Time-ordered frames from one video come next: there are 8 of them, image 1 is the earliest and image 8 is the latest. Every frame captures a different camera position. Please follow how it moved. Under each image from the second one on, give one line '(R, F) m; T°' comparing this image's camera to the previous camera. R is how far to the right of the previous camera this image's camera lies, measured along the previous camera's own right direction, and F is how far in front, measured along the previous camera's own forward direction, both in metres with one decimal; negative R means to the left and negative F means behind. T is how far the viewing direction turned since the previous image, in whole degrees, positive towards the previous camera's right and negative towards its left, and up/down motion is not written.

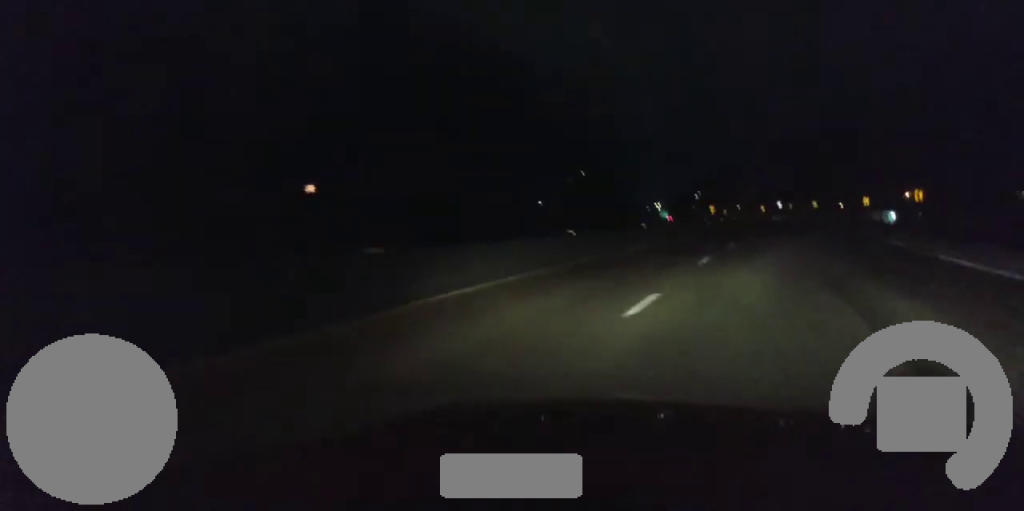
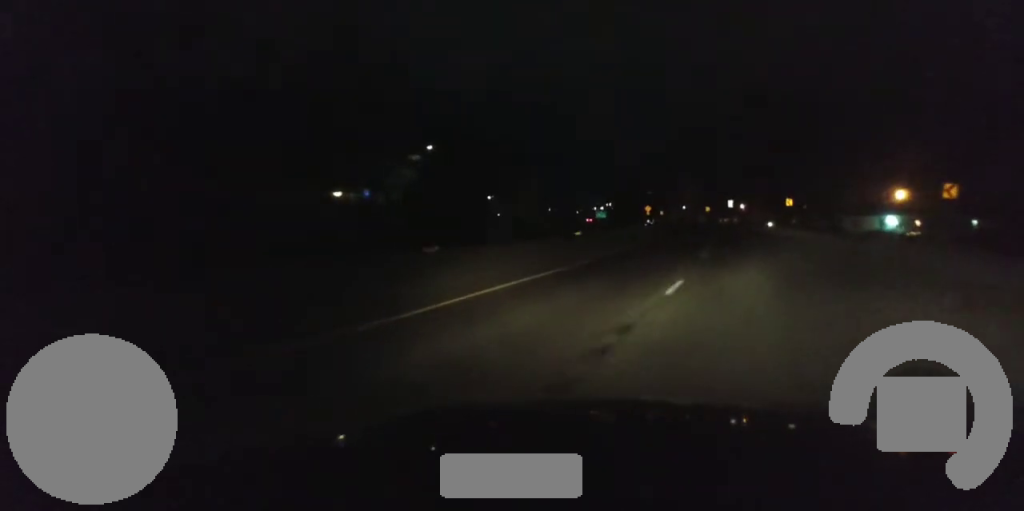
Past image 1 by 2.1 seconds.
(+1.6, +57.6) m; +2°
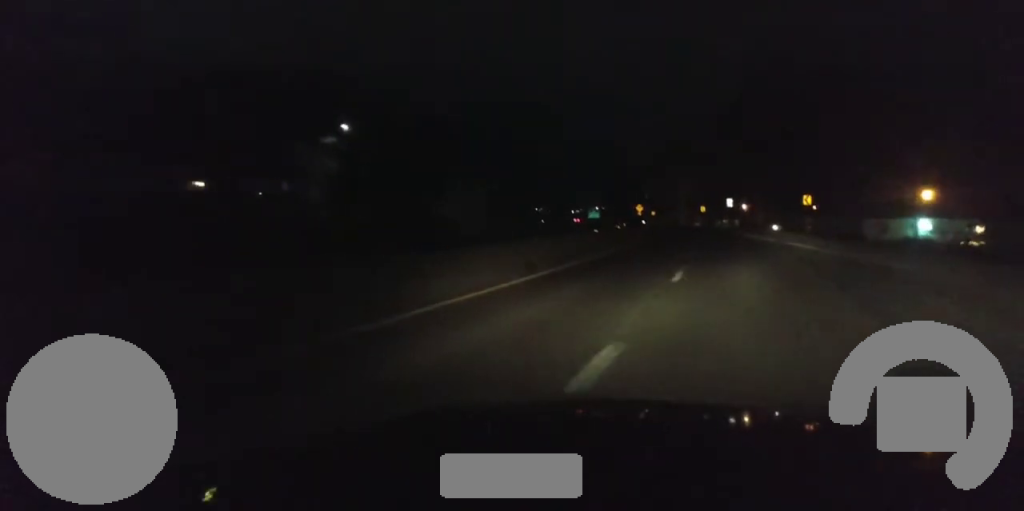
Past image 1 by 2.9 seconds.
(+0.1, +21.4) m; -1°
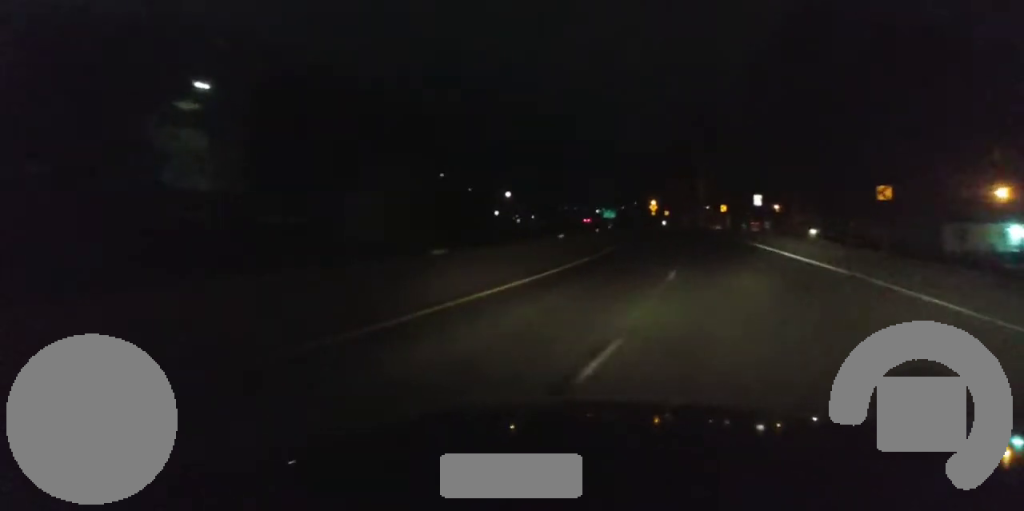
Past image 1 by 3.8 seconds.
(-0.6, +23.0) m; -2°
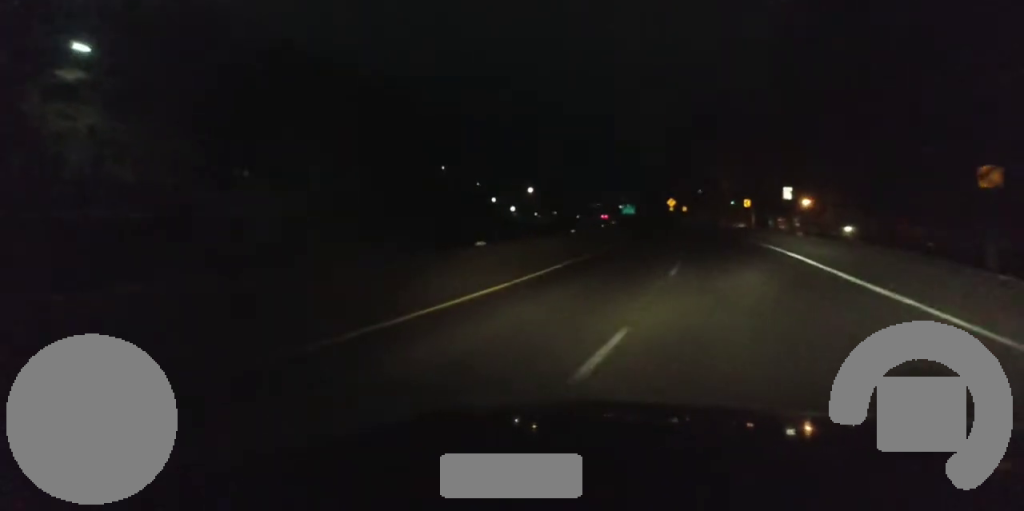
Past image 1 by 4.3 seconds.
(-0.1, +12.4) m; -1°
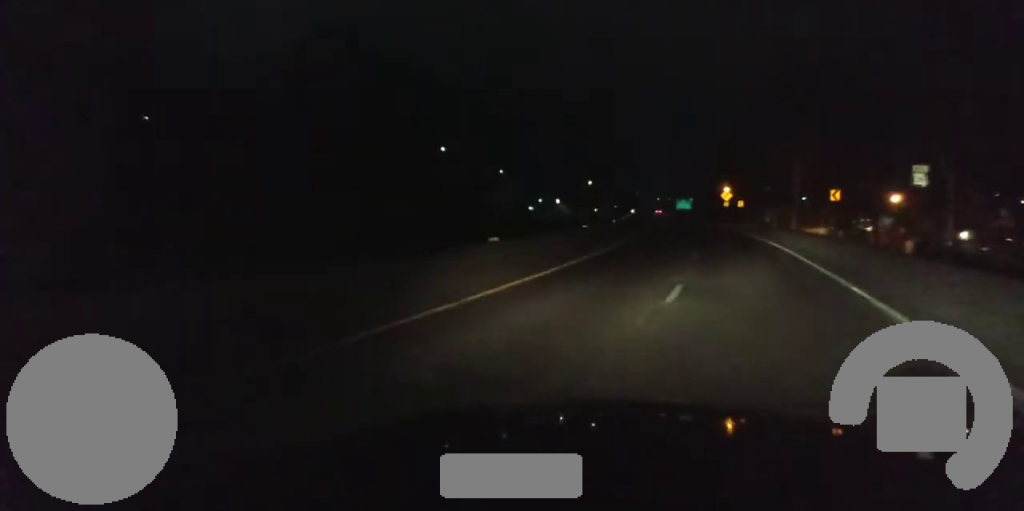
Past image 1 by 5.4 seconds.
(-0.8, +30.9) m; -4°
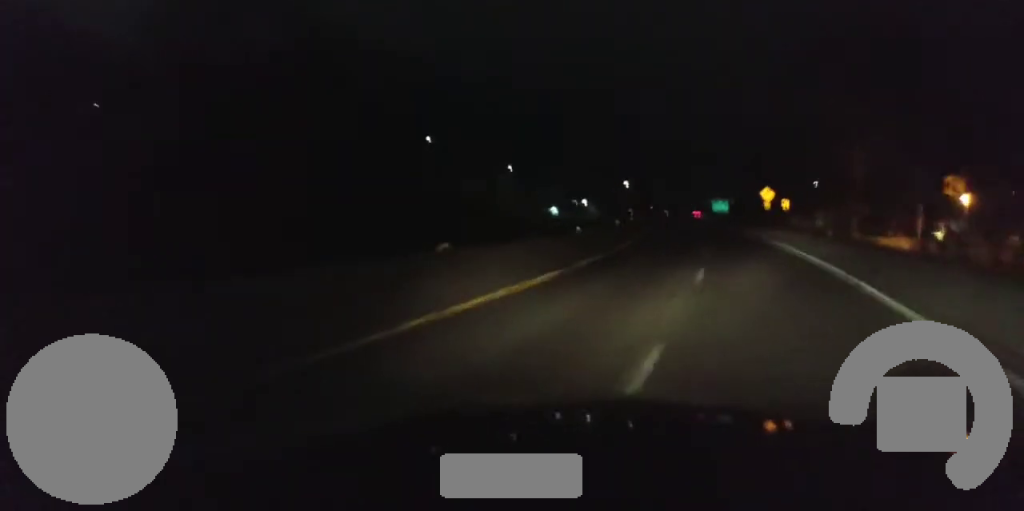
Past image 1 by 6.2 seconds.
(-0.5, +20.2) m; -3°
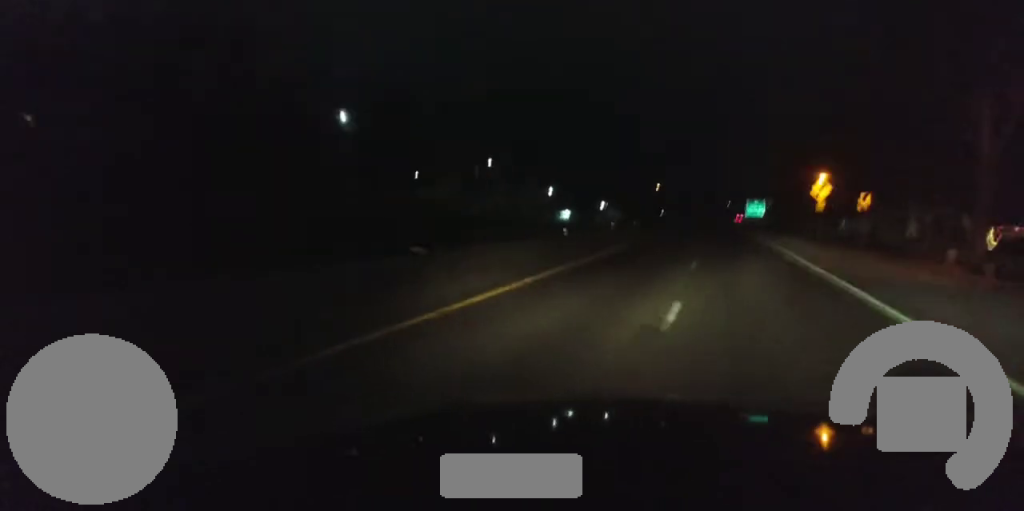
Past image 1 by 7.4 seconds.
(-0.8, +31.4) m; -2°
